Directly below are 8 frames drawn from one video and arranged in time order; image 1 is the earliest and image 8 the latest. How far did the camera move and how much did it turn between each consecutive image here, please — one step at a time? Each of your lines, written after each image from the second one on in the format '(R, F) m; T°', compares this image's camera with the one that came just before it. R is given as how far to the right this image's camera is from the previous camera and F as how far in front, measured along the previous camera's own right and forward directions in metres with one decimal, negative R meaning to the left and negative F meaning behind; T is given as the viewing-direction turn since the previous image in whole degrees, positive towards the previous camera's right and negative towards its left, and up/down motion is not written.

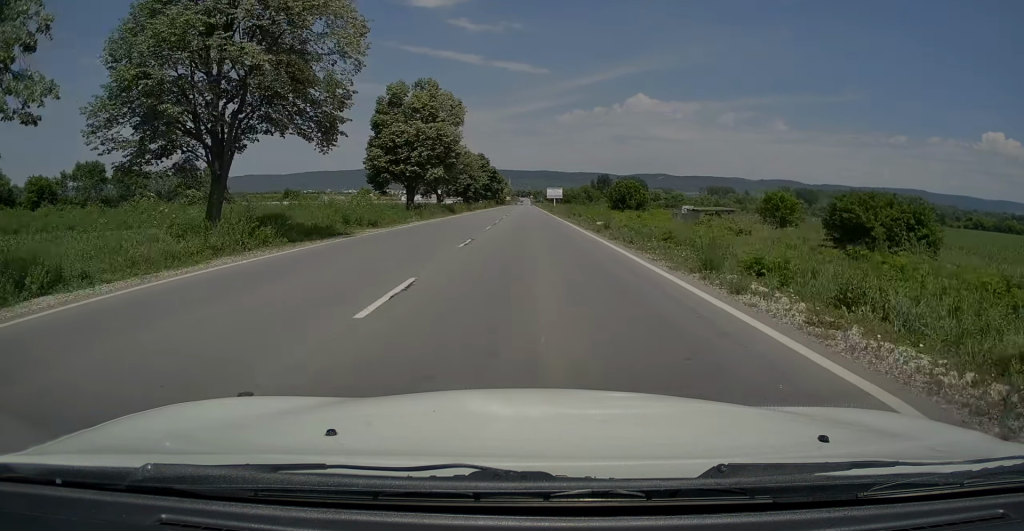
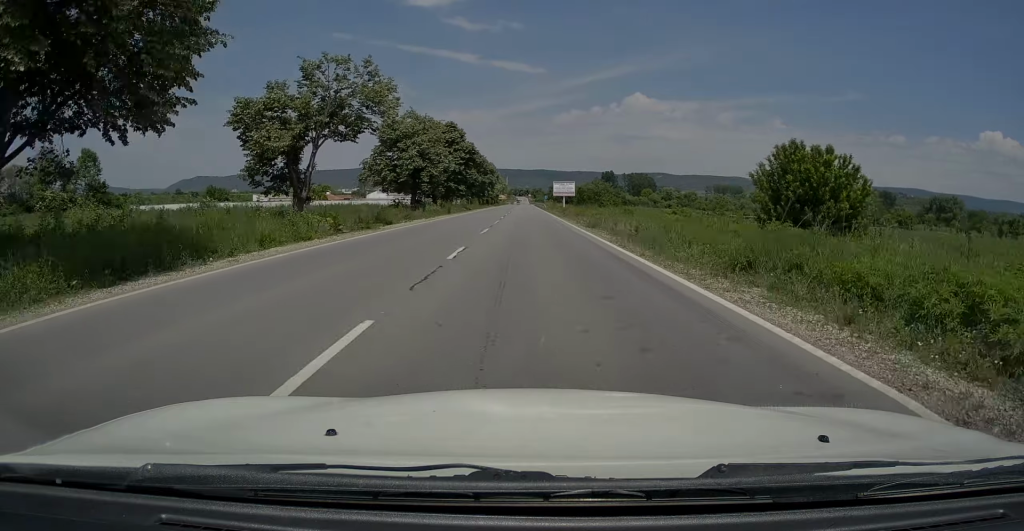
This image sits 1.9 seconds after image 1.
(-0.2, +48.6) m; 0°
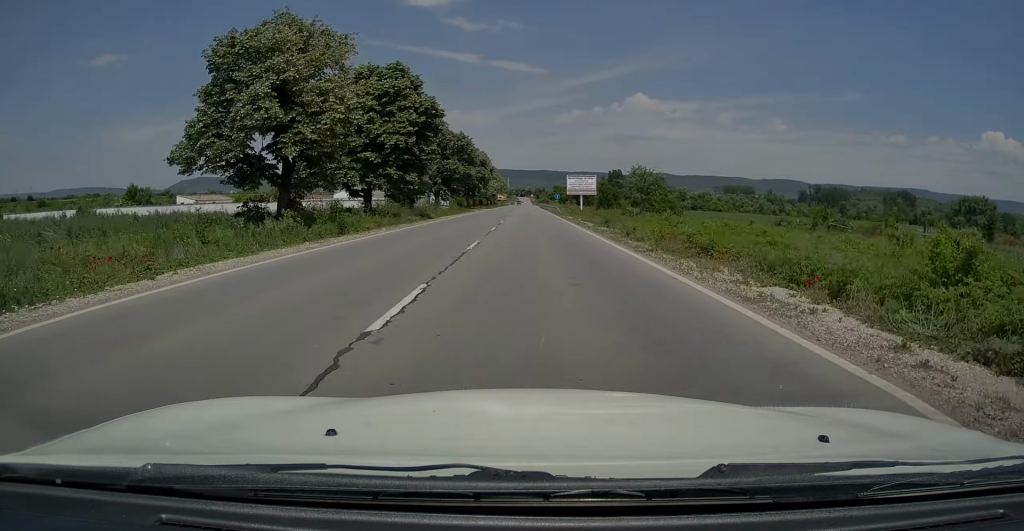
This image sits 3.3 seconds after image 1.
(+0.1, +33.7) m; 0°
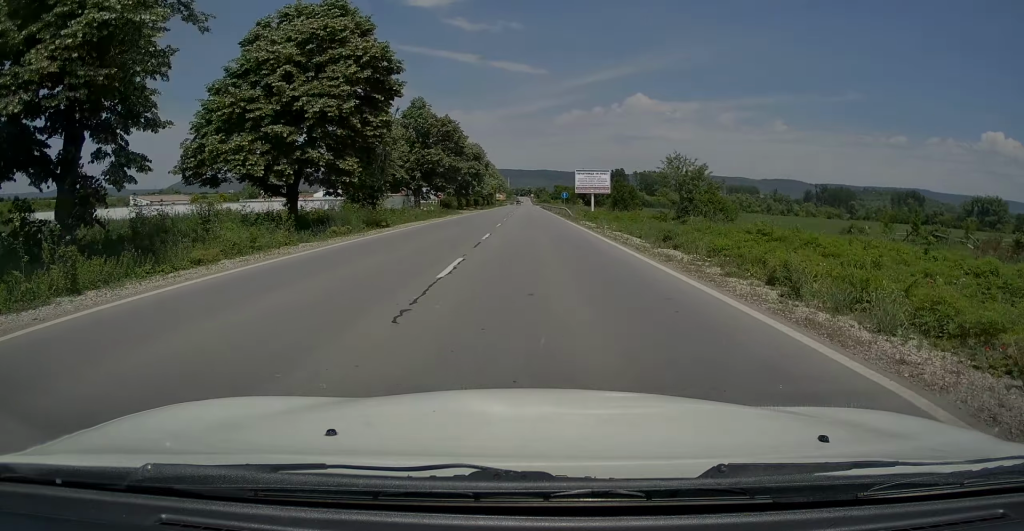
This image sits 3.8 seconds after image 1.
(-0.1, +14.4) m; 0°
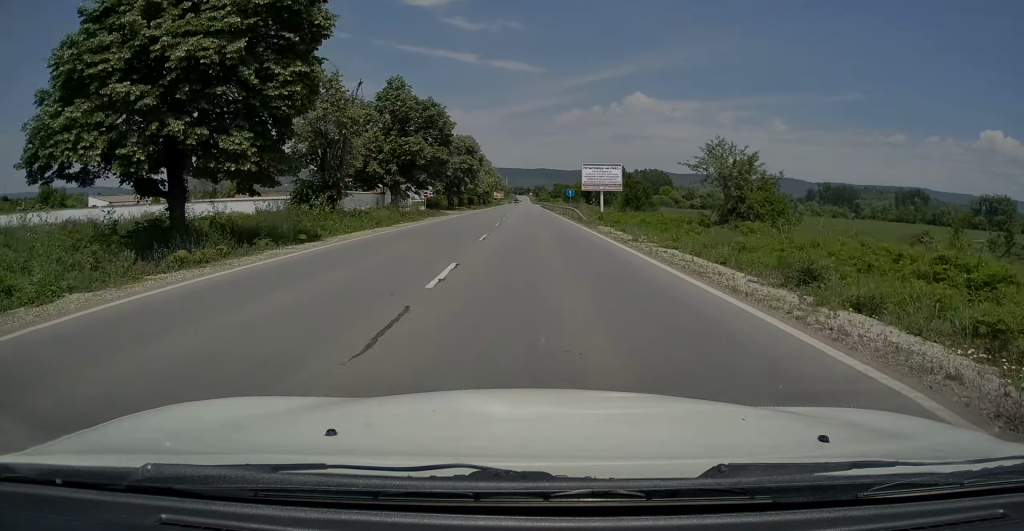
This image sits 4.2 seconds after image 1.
(0.0, +10.2) m; 0°
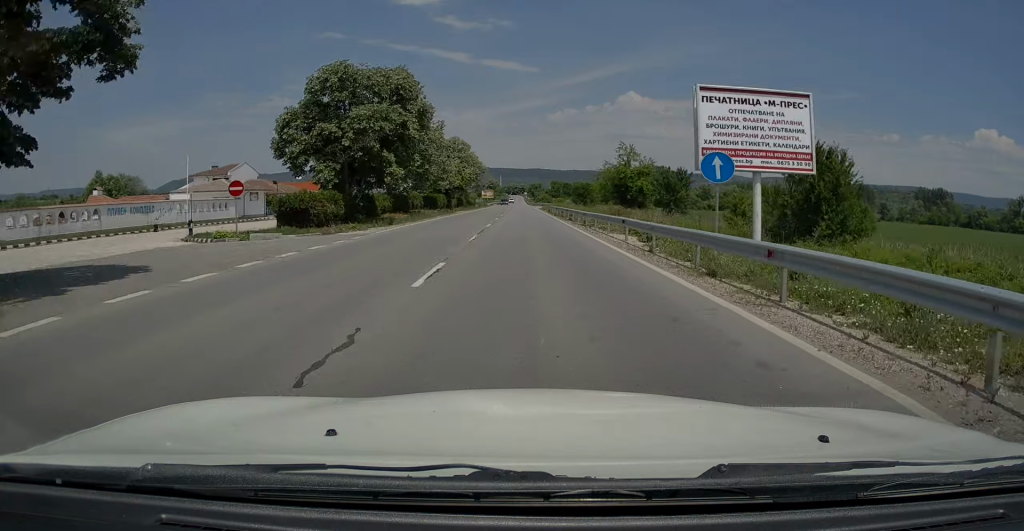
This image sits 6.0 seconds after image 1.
(+0.4, +45.5) m; 0°
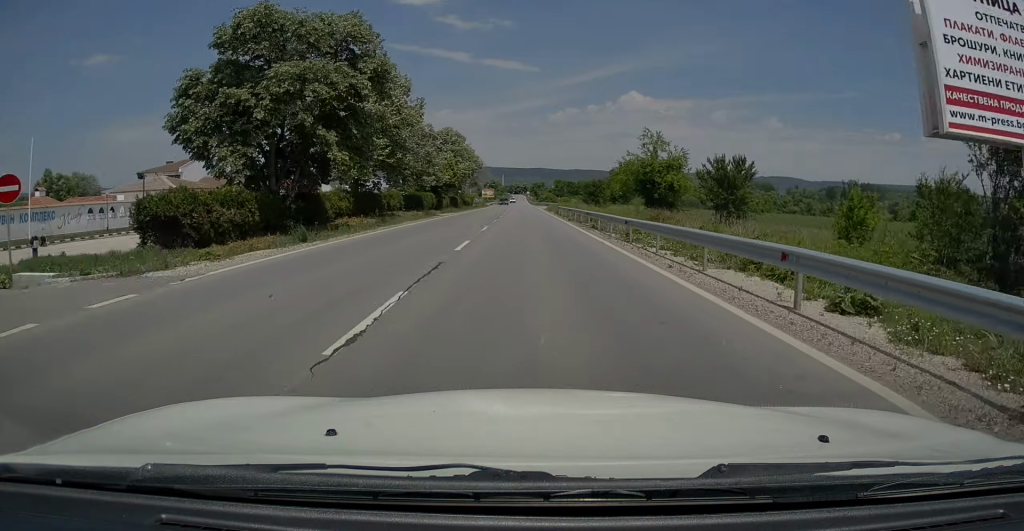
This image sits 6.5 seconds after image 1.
(0.0, +12.6) m; 0°
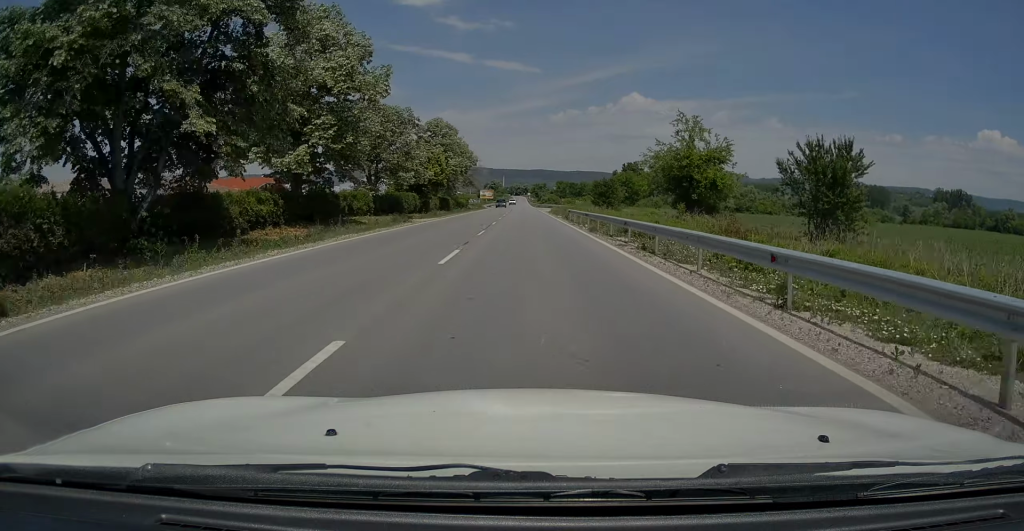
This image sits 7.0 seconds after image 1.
(0.0, +11.8) m; 0°
